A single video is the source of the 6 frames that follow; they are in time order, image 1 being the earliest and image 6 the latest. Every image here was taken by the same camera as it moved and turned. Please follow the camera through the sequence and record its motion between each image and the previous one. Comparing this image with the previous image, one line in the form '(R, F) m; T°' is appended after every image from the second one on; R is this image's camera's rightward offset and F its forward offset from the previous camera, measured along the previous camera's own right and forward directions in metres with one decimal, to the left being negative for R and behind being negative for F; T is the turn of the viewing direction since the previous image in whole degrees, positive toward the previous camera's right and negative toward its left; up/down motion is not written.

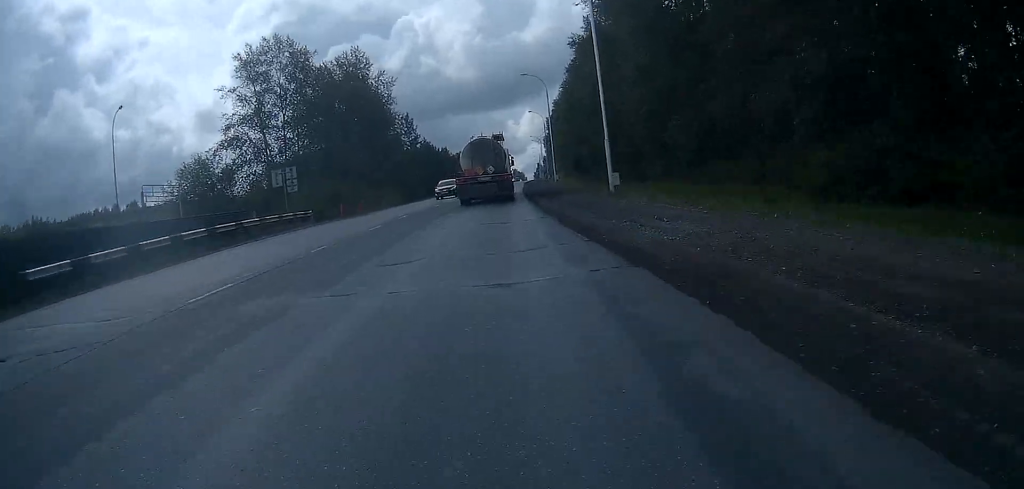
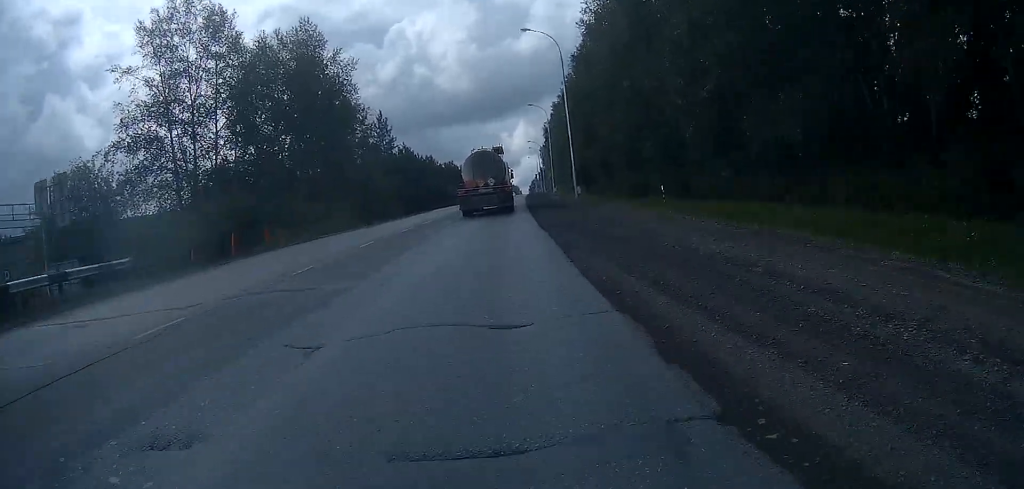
(0.0, +21.5) m; 0°
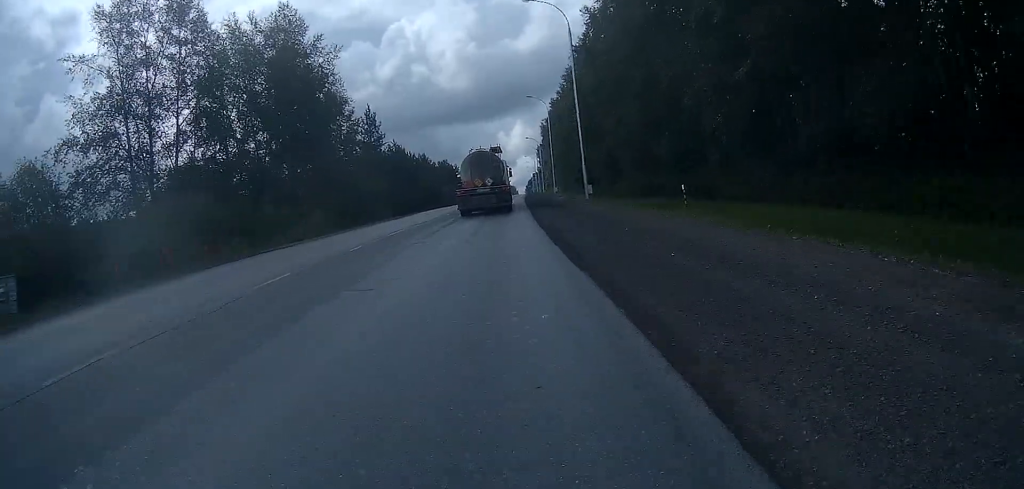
(0.0, +6.4) m; 0°
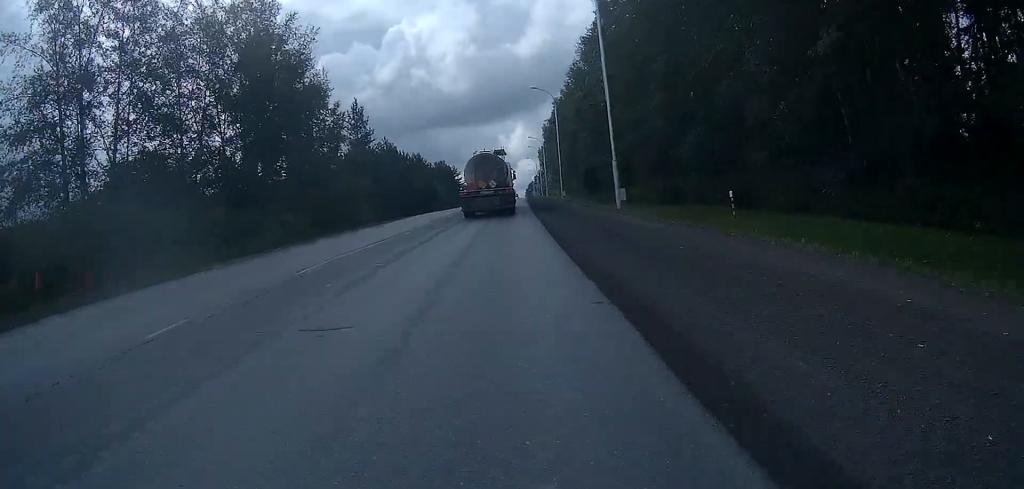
(0.0, +8.6) m; 0°
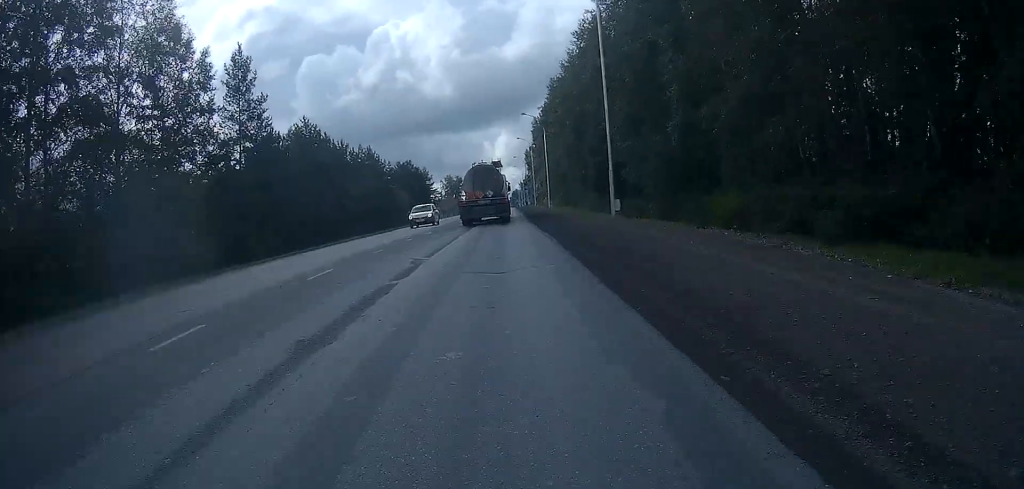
(+0.6, +34.6) m; +2°
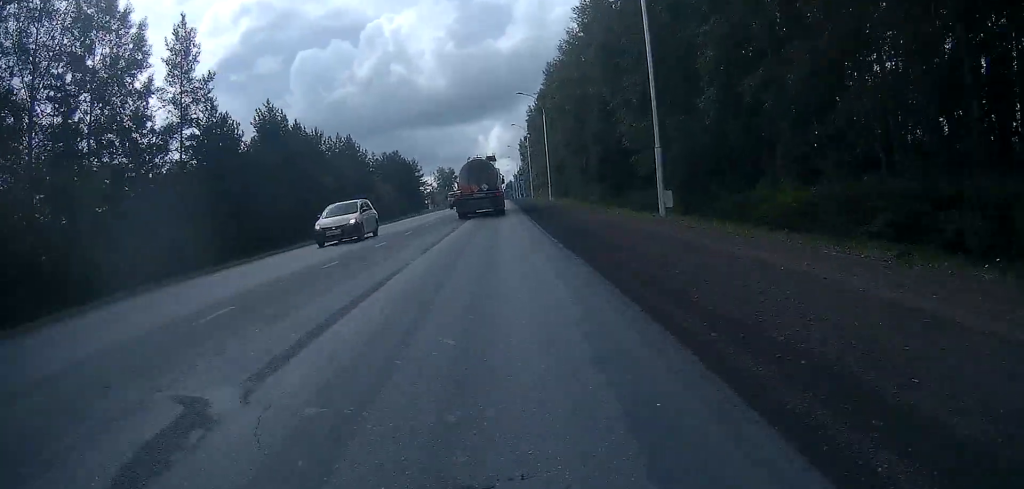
(0.0, +8.8) m; -1°
